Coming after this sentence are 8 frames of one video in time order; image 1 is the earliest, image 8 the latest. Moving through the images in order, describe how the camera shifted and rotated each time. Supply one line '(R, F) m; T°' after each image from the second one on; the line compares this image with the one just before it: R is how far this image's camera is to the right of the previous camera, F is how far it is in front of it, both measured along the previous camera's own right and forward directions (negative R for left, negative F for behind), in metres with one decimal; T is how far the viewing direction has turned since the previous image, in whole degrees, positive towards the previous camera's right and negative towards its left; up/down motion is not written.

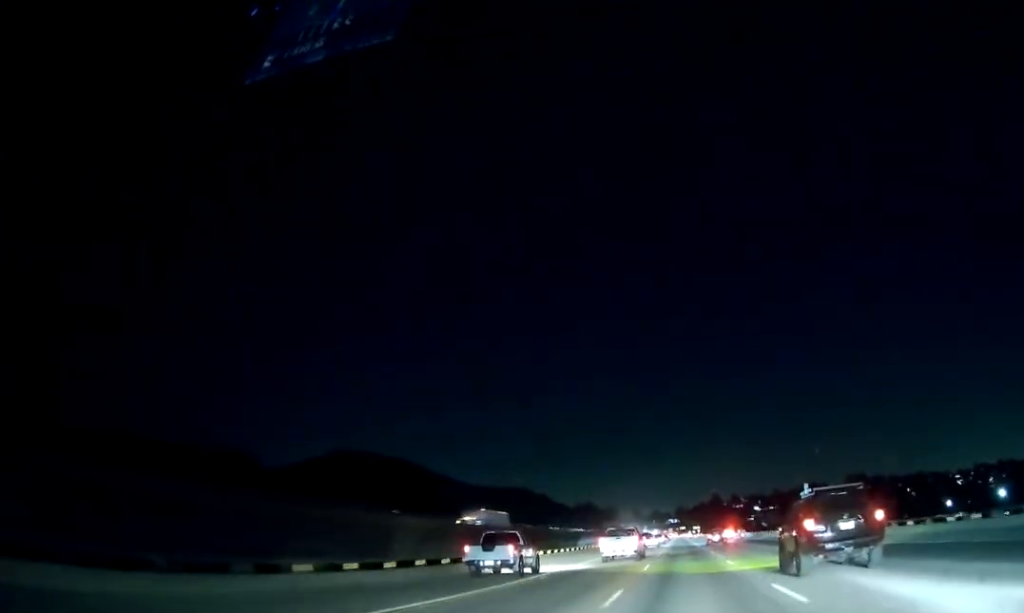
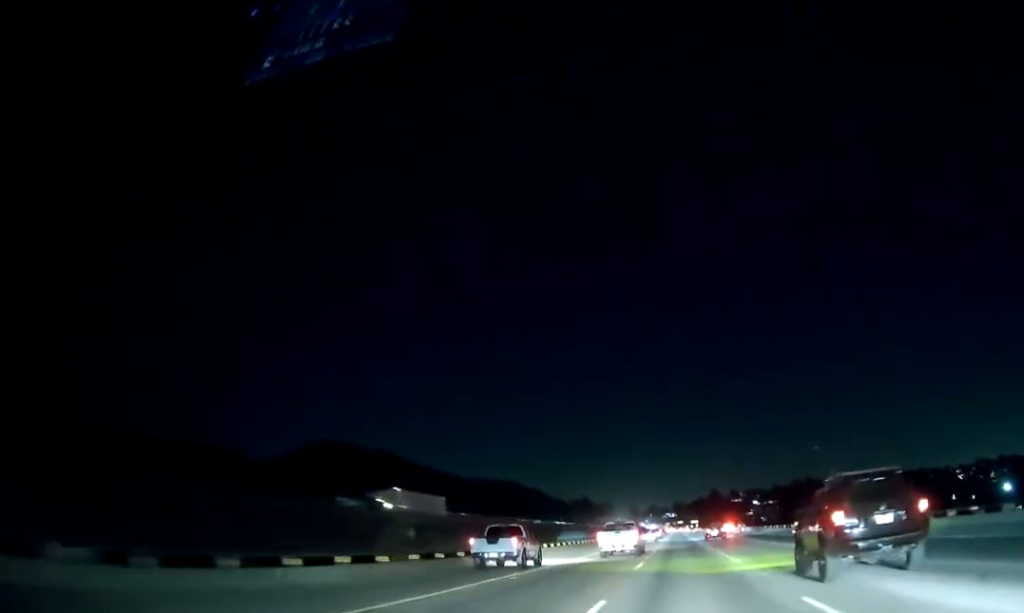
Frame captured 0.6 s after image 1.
(0.0, +18.1) m; 0°
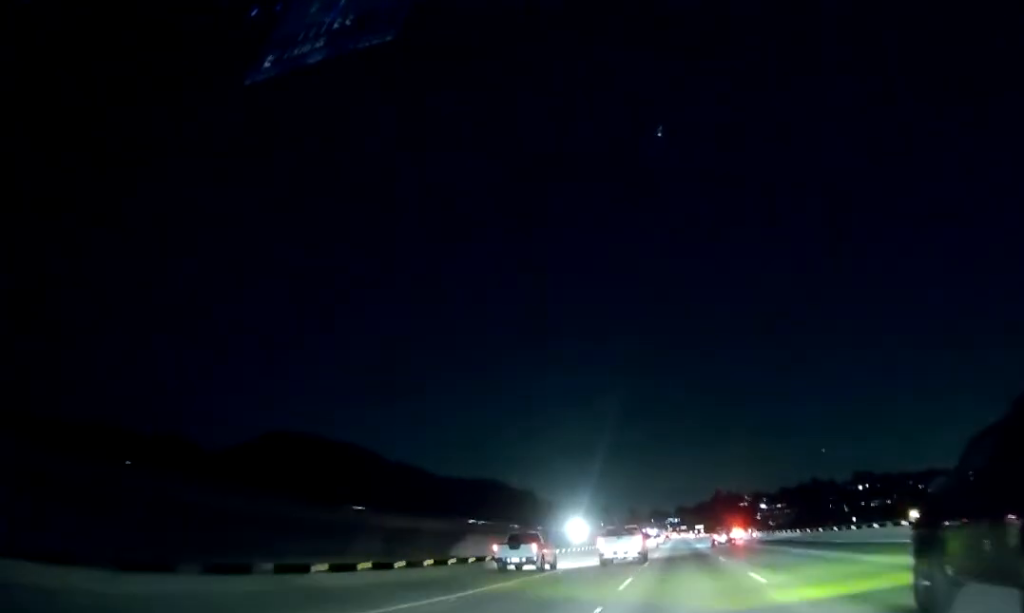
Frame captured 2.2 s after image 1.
(+0.1, +51.2) m; 0°
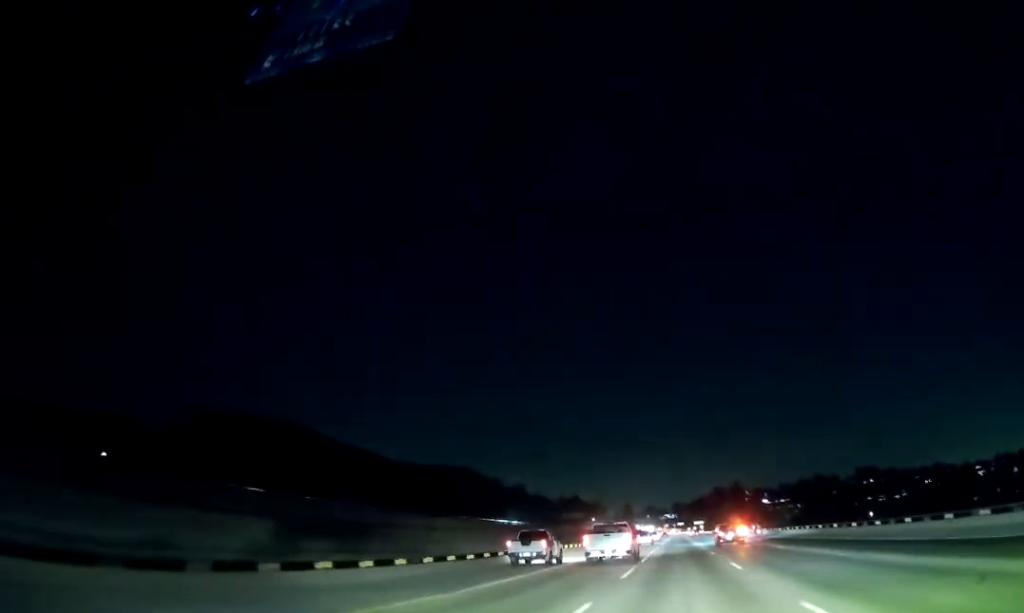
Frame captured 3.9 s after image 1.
(-0.2, +53.8) m; +1°
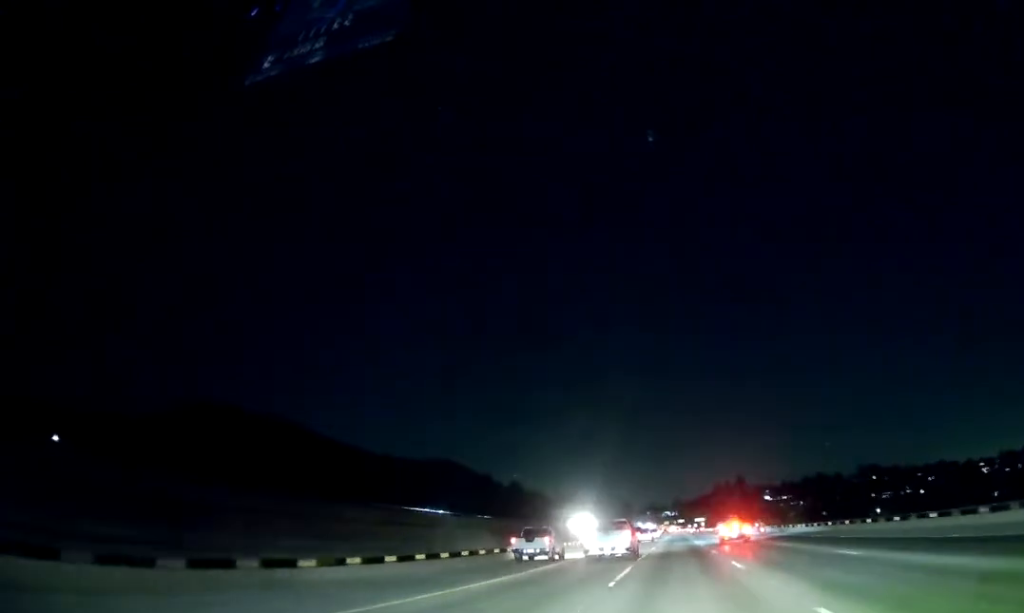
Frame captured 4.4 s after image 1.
(+0.1, +16.9) m; 0°
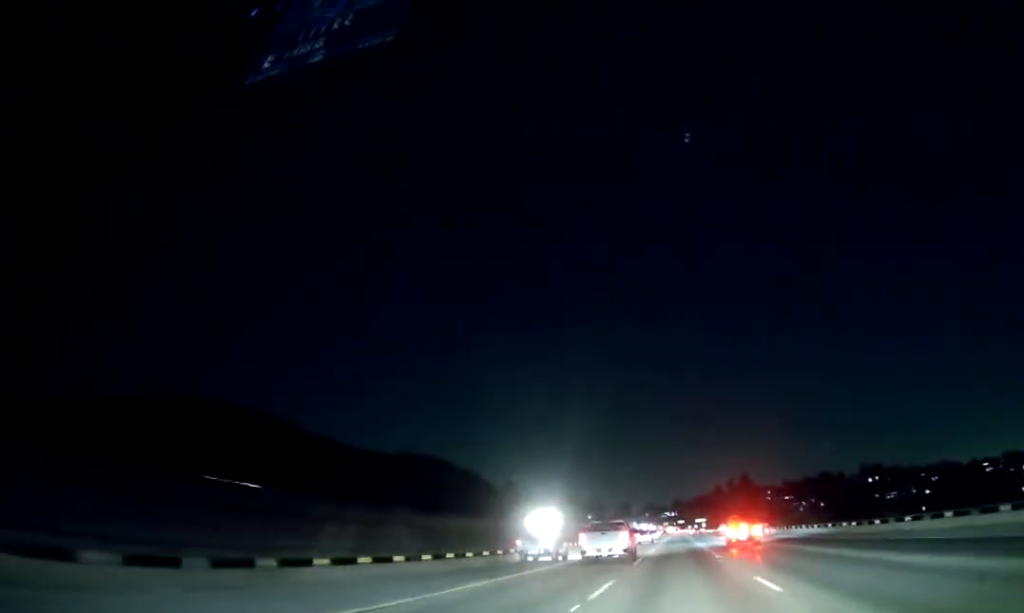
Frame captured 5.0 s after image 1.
(0.0, +20.0) m; 0°
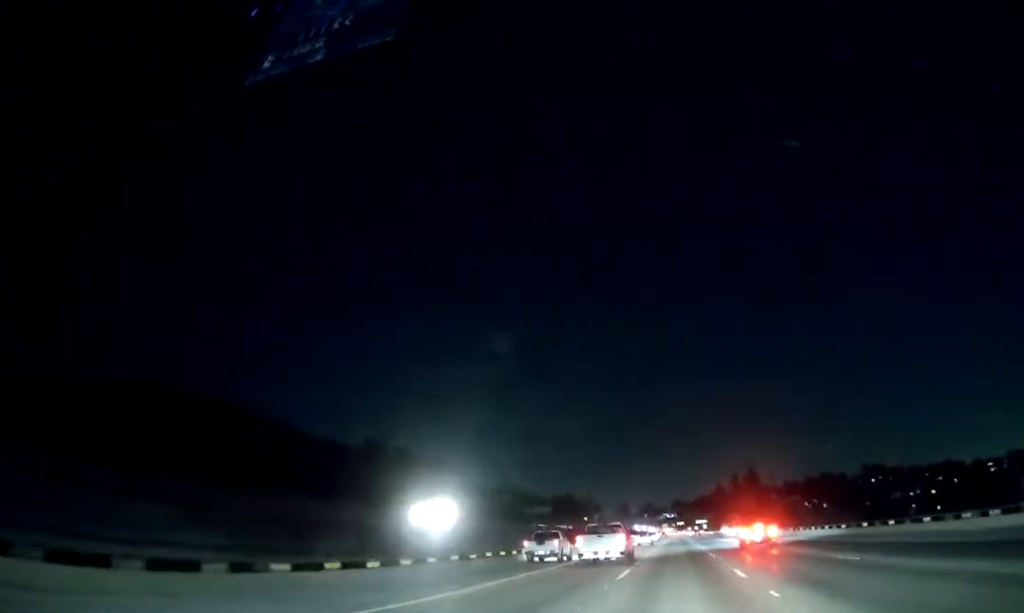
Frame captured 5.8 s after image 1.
(-0.1, +24.2) m; 0°
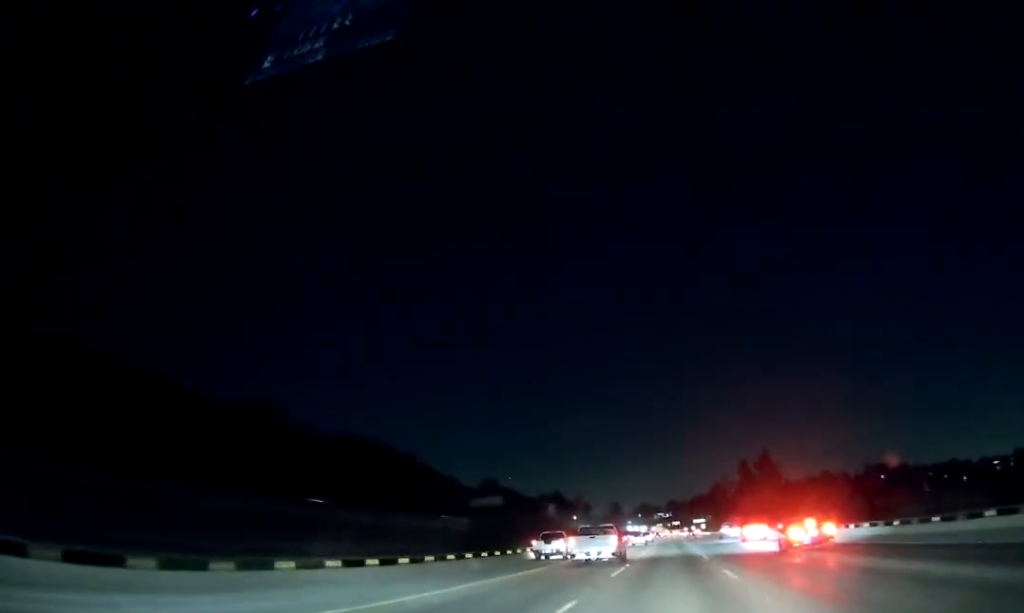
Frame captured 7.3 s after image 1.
(-0.3, +45.7) m; -1°
